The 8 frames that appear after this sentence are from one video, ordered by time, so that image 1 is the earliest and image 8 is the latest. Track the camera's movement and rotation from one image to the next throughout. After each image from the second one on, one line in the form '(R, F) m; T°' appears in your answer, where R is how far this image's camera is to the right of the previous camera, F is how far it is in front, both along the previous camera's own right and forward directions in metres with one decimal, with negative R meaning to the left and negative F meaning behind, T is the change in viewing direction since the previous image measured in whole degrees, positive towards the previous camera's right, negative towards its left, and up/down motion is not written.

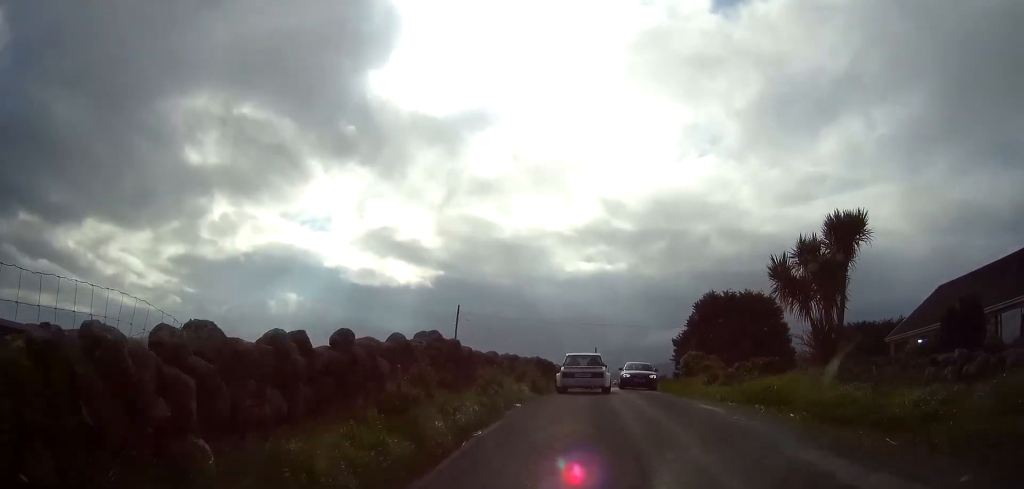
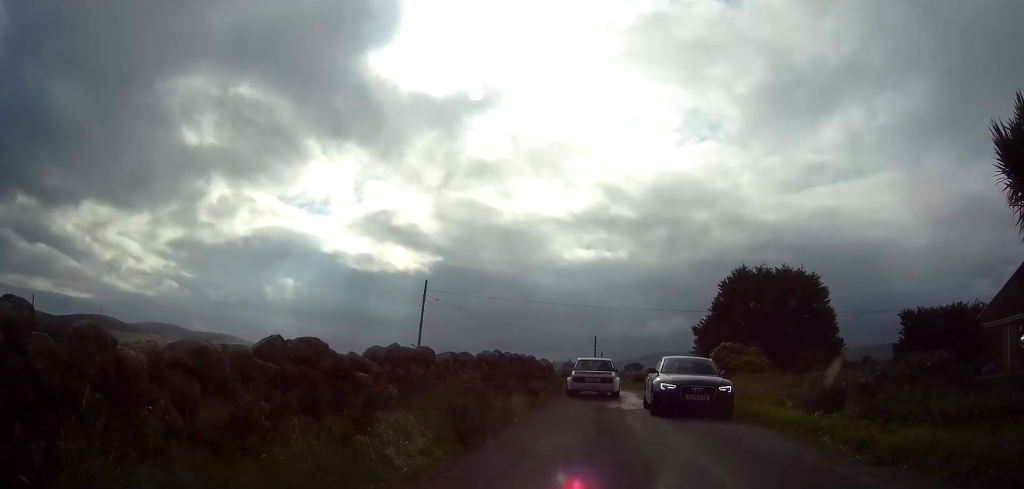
(+0.1, +12.1) m; 0°
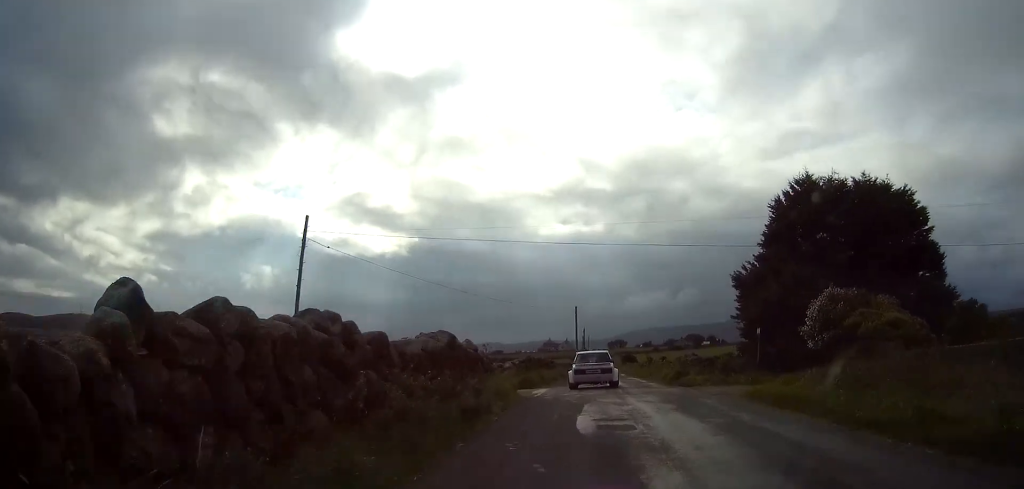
(0.0, +19.4) m; +1°
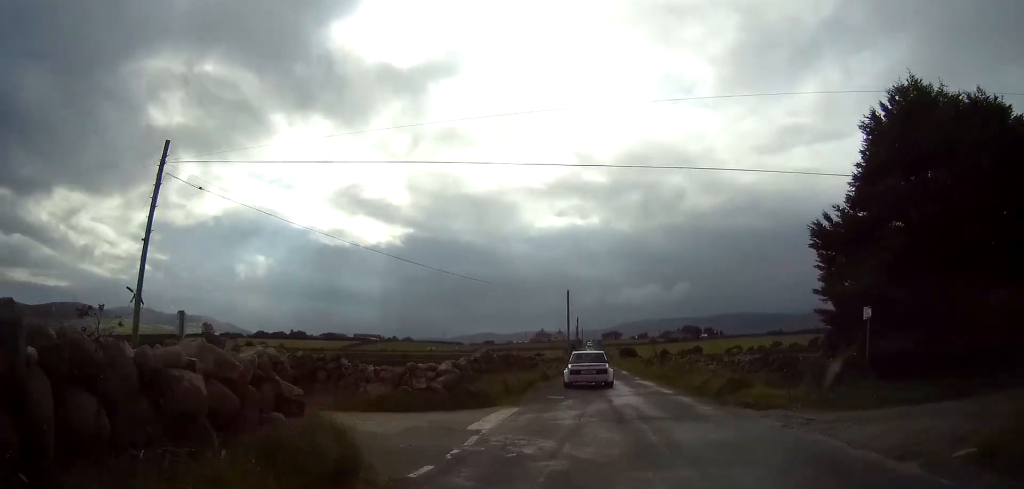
(+0.1, +12.4) m; 0°
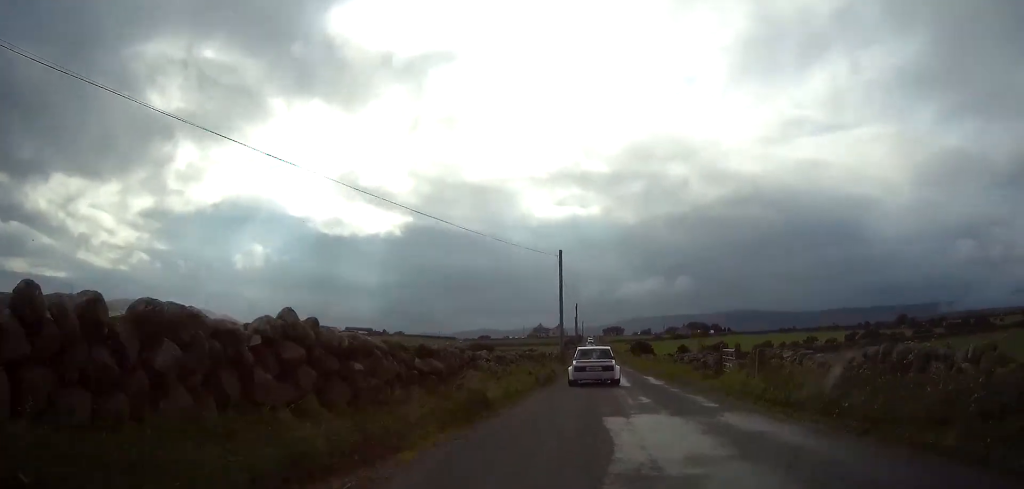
(+0.1, +20.4) m; 0°
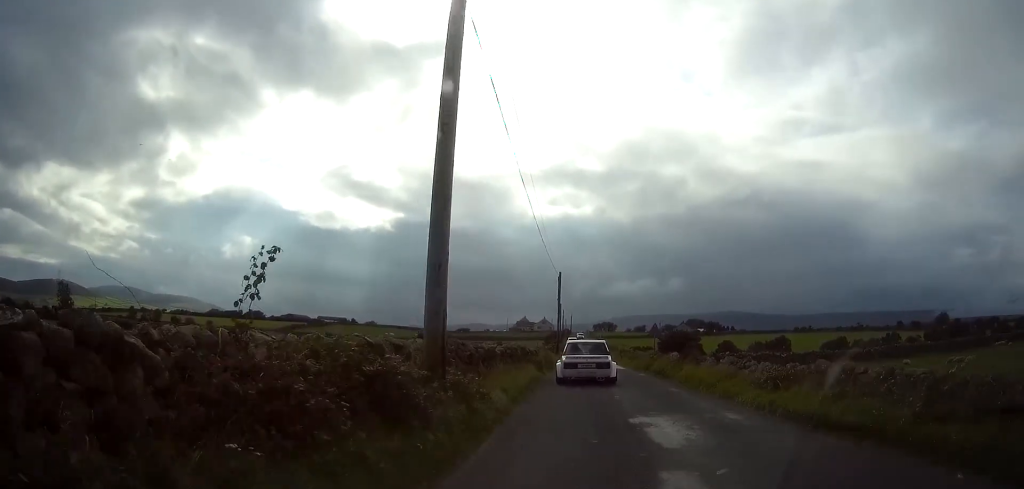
(+0.1, +32.9) m; 0°
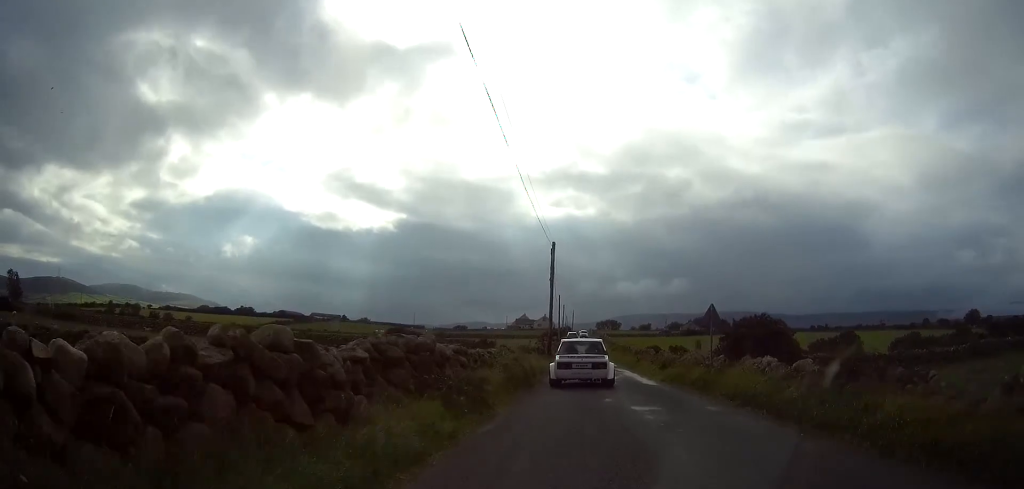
(0.0, +15.7) m; 0°
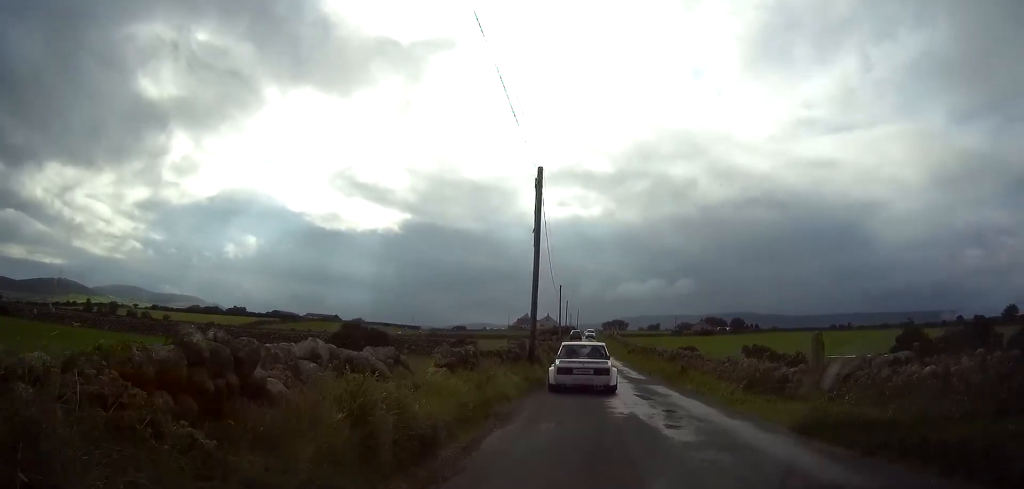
(0.0, +16.4) m; 0°
